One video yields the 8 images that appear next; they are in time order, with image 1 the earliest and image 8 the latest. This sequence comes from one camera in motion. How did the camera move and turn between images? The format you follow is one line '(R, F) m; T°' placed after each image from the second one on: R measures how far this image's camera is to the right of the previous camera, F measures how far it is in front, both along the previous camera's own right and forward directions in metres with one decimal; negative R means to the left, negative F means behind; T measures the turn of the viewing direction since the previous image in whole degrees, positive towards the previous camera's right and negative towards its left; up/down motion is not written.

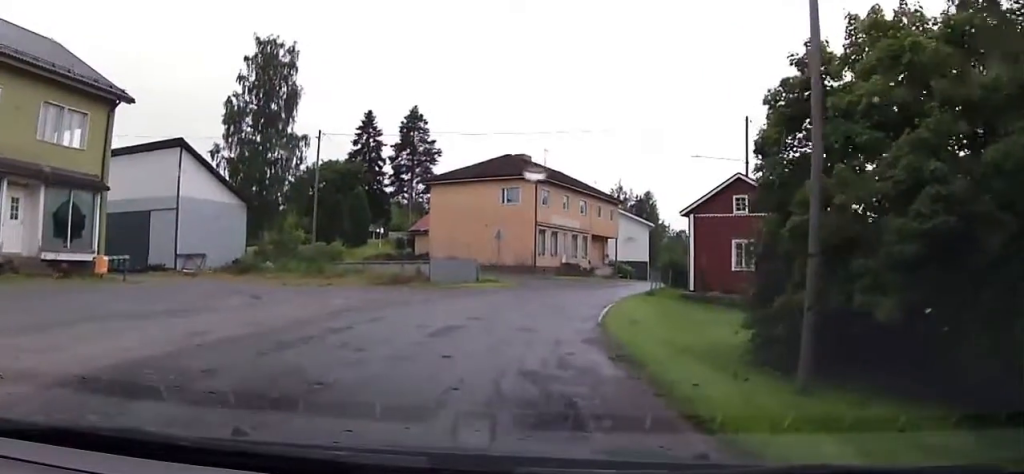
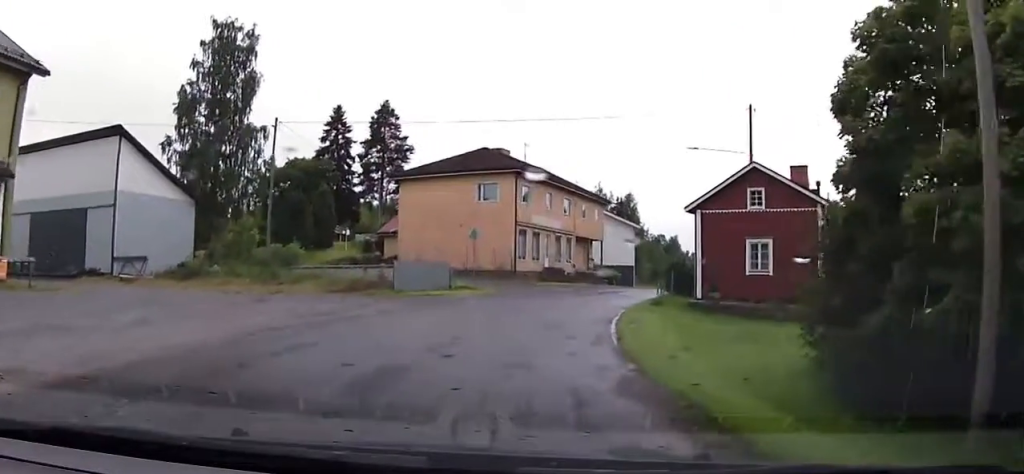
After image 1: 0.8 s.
(0.0, +5.2) m; +1°
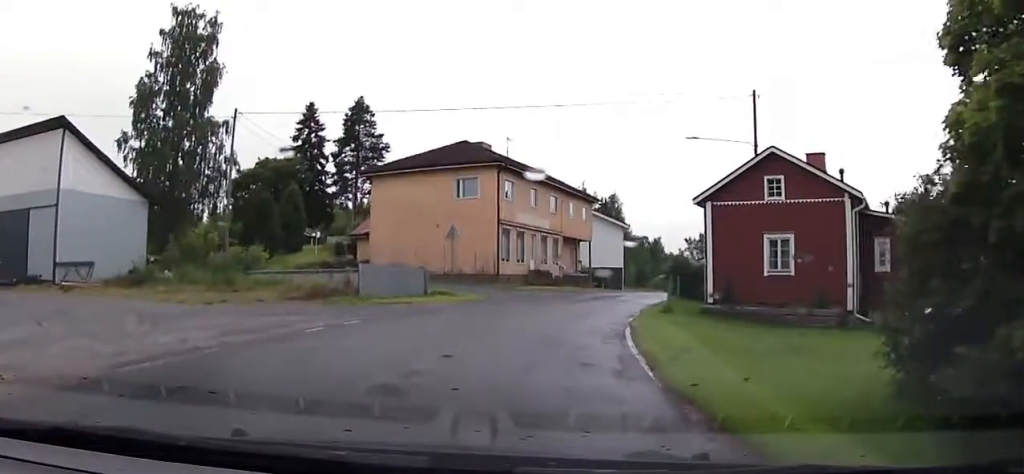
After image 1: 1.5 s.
(-0.1, +4.2) m; +2°
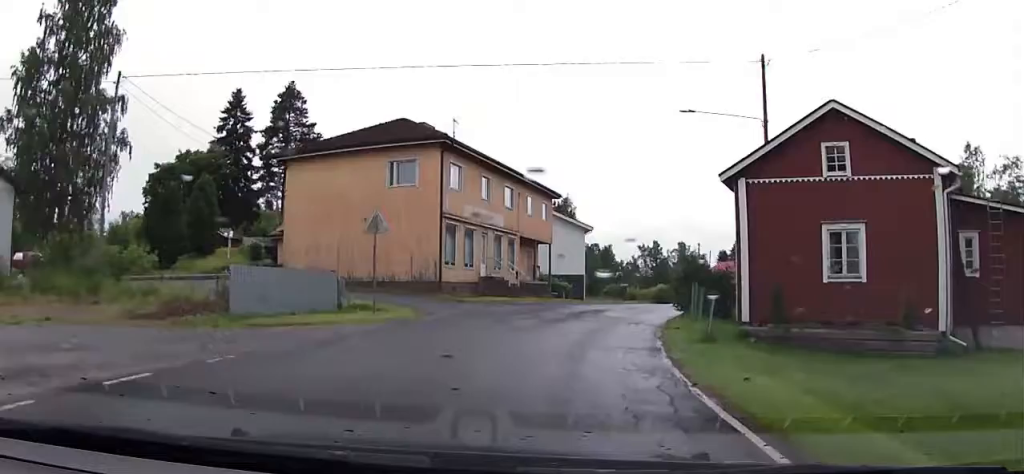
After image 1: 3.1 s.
(+0.4, +8.4) m; +6°
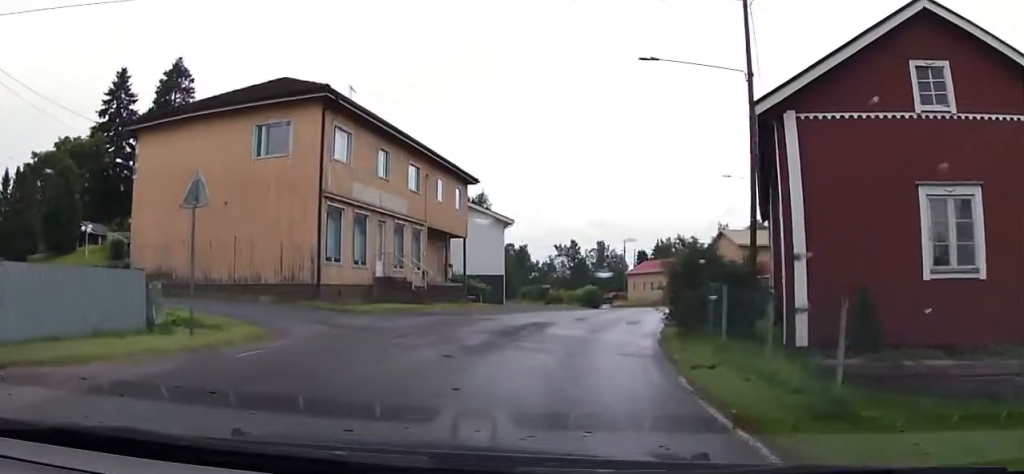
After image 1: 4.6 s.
(+0.6, +7.8) m; +4°
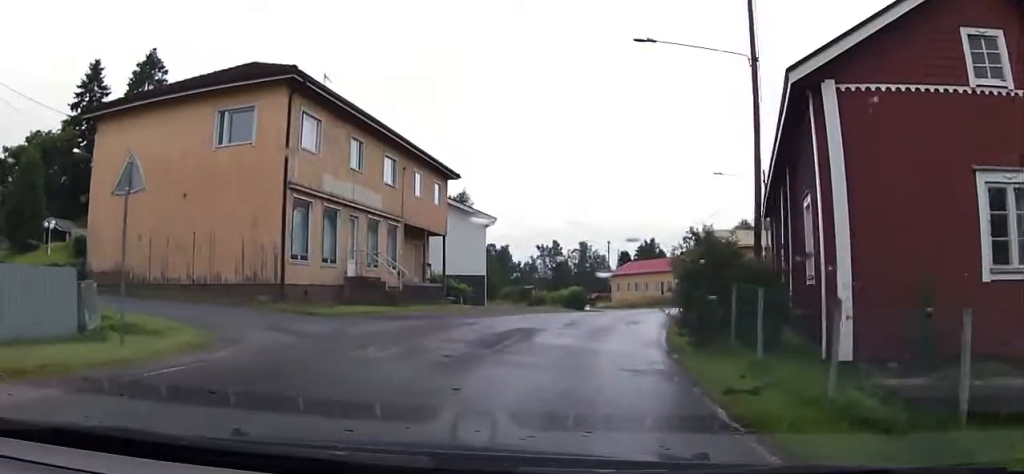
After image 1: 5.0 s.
(-0.2, +2.1) m; +1°
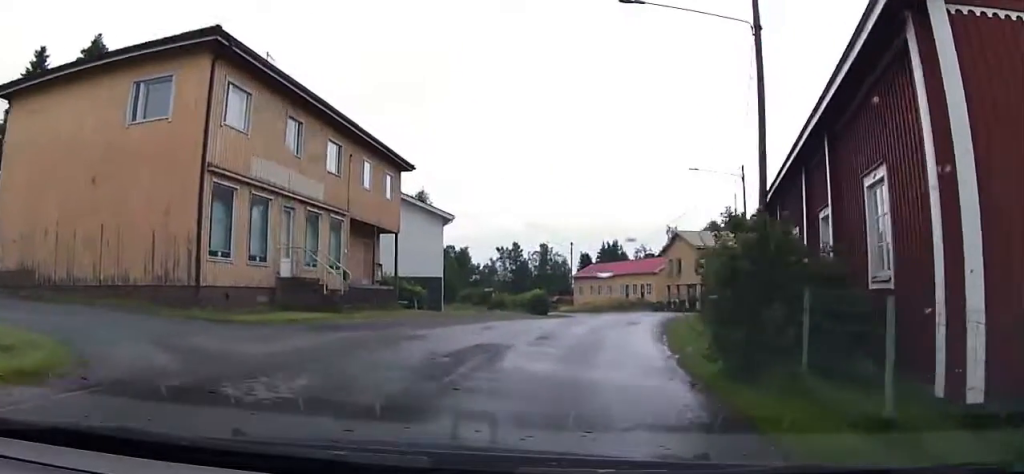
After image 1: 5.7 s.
(-0.1, +3.7) m; +2°
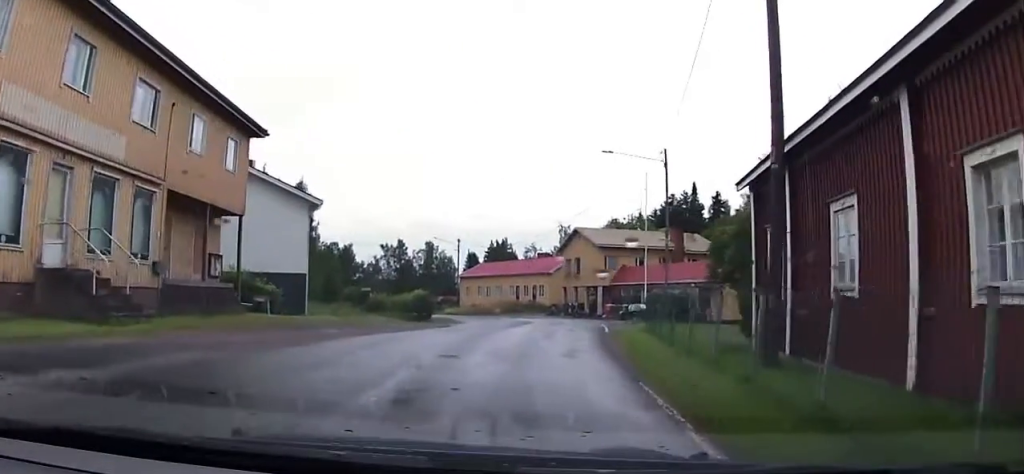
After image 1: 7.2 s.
(+0.6, +8.0) m; +4°
